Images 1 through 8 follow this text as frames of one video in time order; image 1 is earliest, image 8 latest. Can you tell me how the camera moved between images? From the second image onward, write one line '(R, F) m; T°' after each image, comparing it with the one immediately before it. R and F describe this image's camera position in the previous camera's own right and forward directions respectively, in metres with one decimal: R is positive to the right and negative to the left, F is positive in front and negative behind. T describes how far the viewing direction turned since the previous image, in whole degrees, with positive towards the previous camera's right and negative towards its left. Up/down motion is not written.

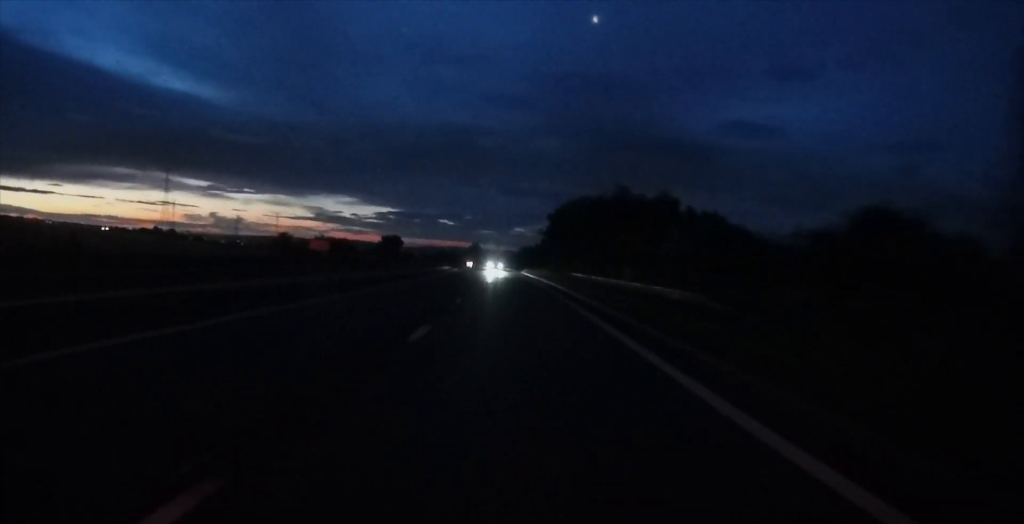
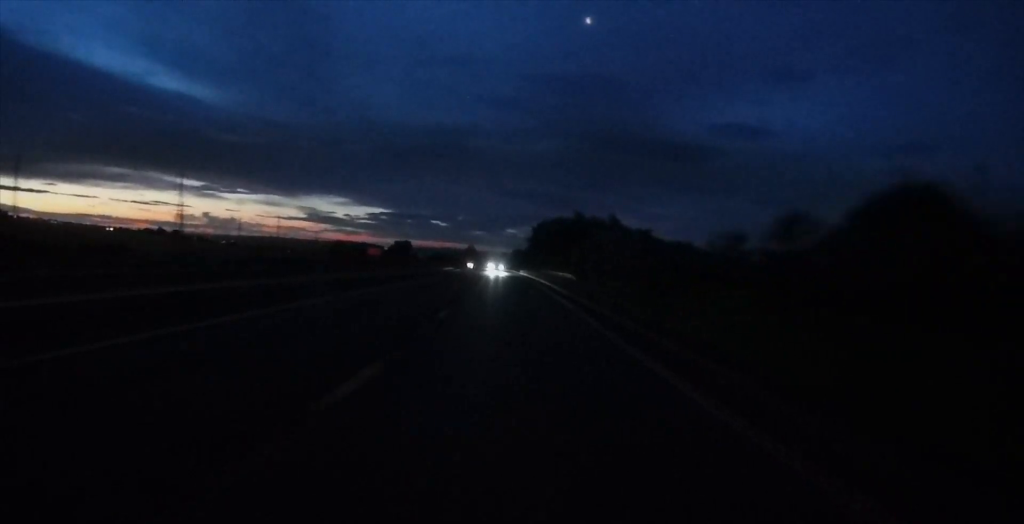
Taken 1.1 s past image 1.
(+0.3, +34.1) m; +1°
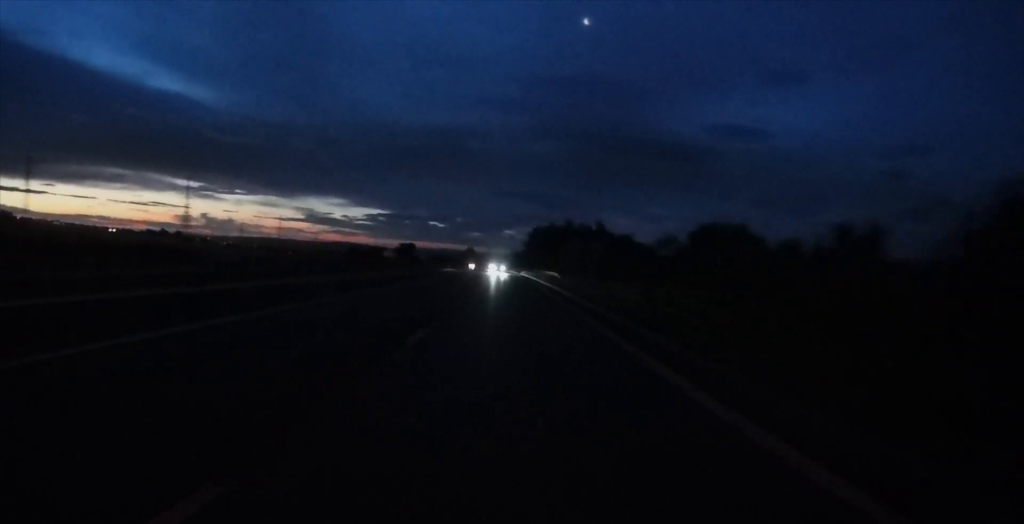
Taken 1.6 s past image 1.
(+0.1, +14.4) m; 0°
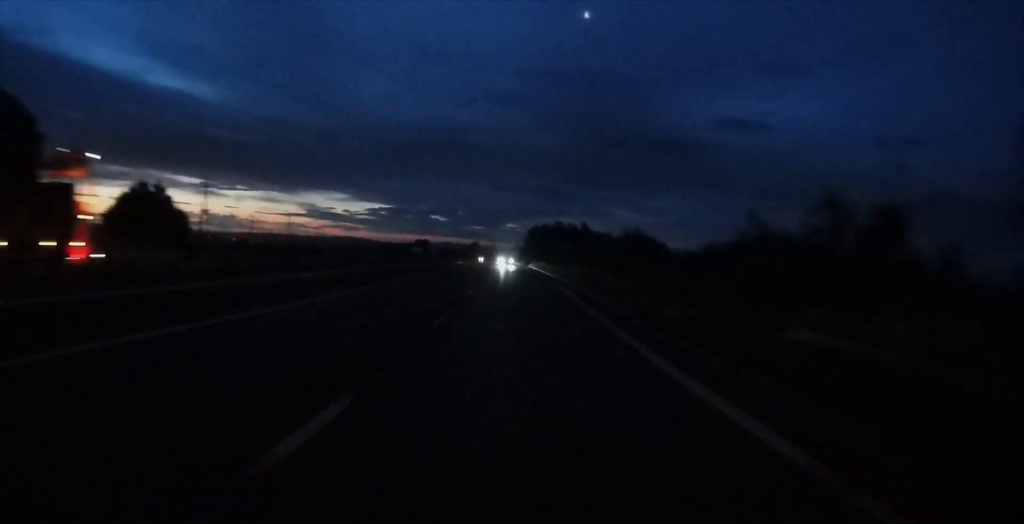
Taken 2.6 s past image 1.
(0.0, +31.6) m; 0°
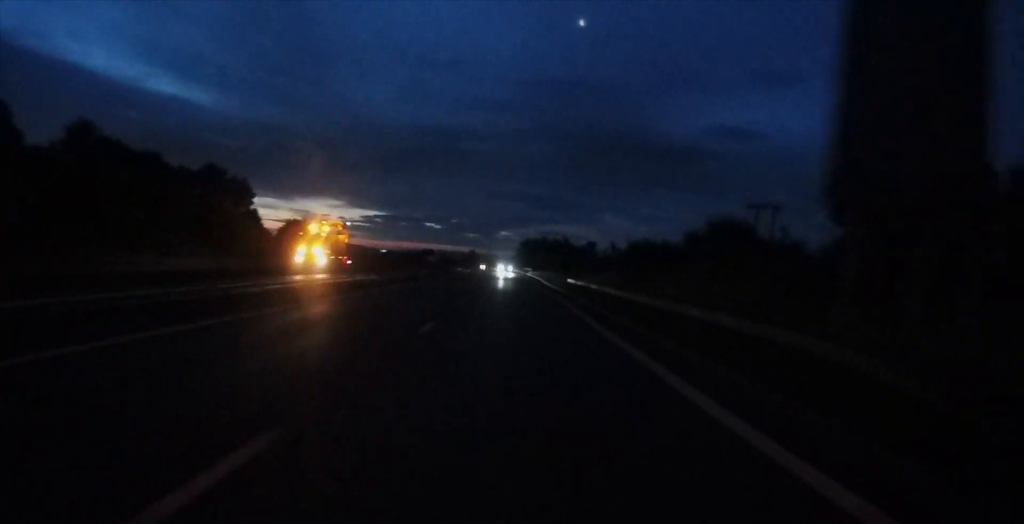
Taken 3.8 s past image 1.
(0.0, +37.6) m; +1°
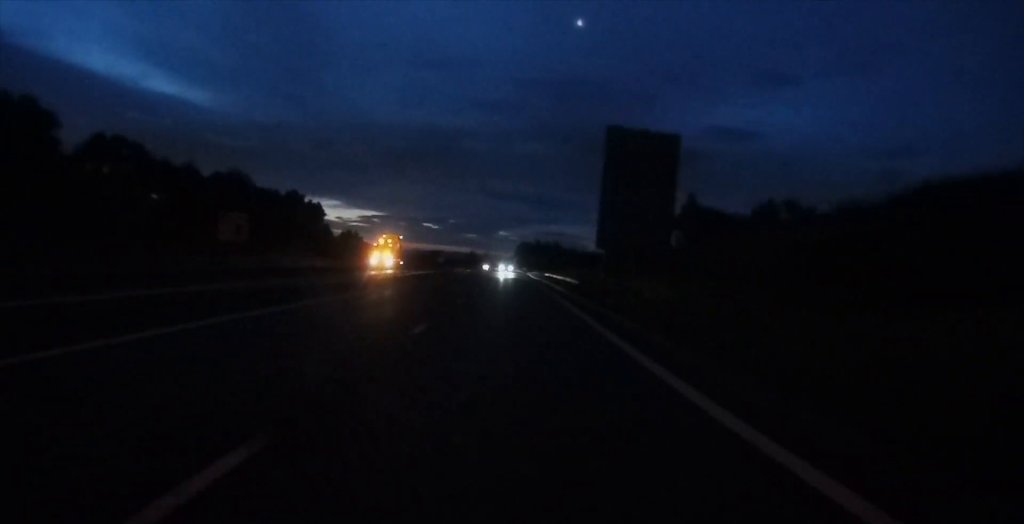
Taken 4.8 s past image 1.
(+0.3, +28.4) m; +1°
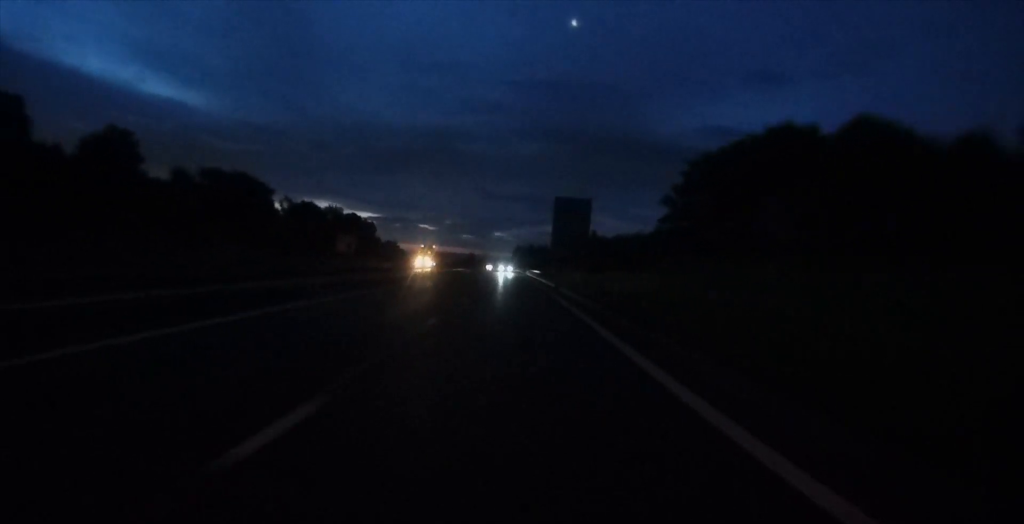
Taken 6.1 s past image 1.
(-0.1, +40.1) m; 0°
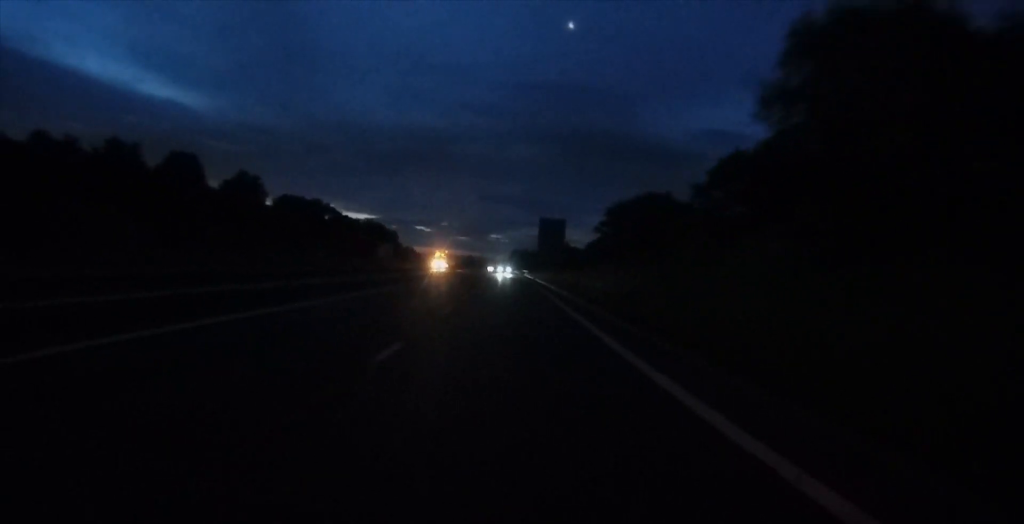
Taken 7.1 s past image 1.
(+0.3, +31.2) m; +1°
